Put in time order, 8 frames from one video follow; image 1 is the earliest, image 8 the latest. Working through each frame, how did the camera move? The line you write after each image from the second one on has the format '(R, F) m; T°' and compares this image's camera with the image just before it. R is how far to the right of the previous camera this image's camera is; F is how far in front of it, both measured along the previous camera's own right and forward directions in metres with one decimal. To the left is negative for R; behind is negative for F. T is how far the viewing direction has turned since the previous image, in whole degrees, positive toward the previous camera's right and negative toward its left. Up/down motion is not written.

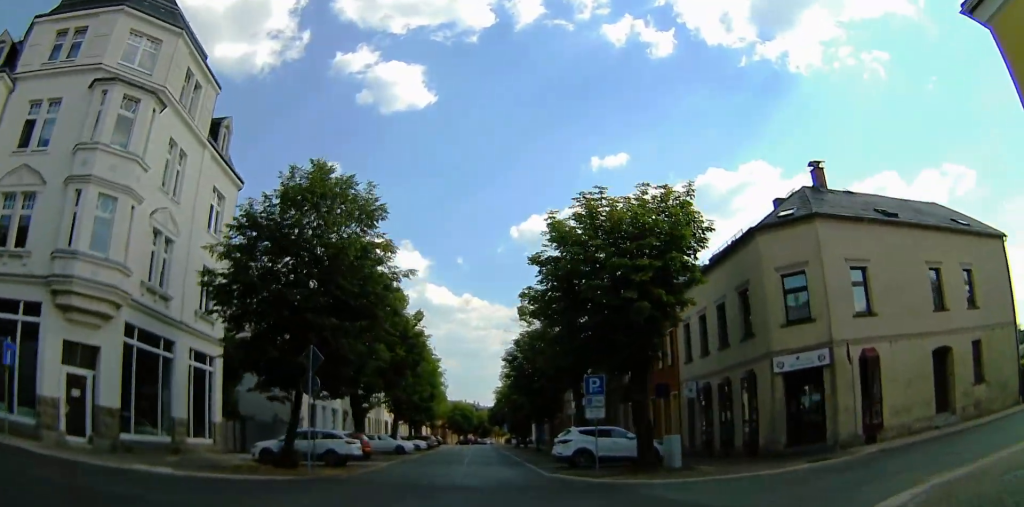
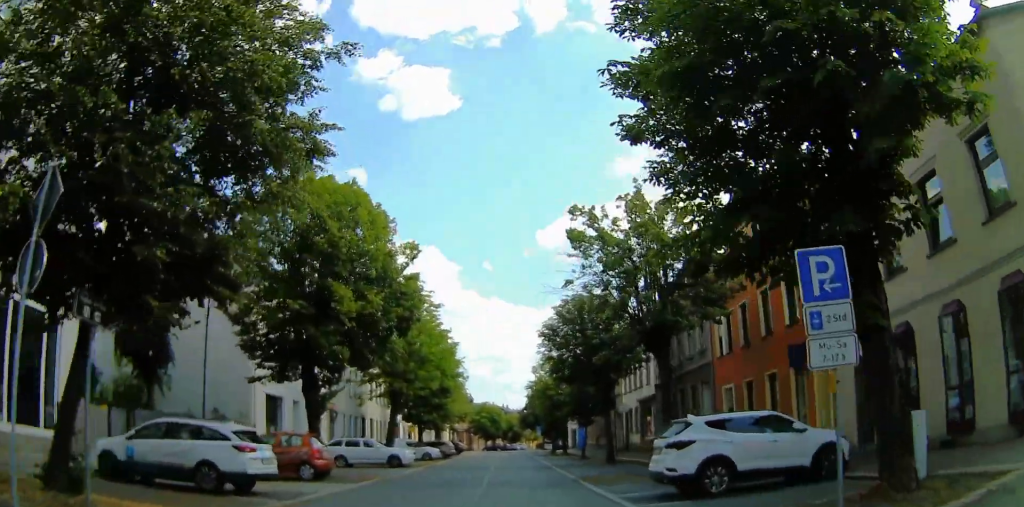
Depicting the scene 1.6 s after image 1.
(0.0, +12.8) m; 0°
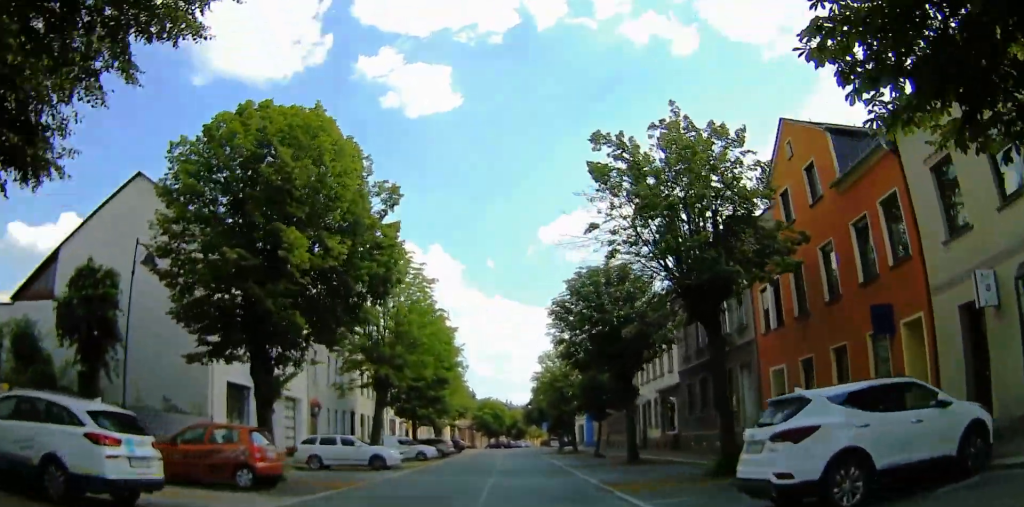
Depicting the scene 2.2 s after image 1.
(0.0, +5.4) m; 0°
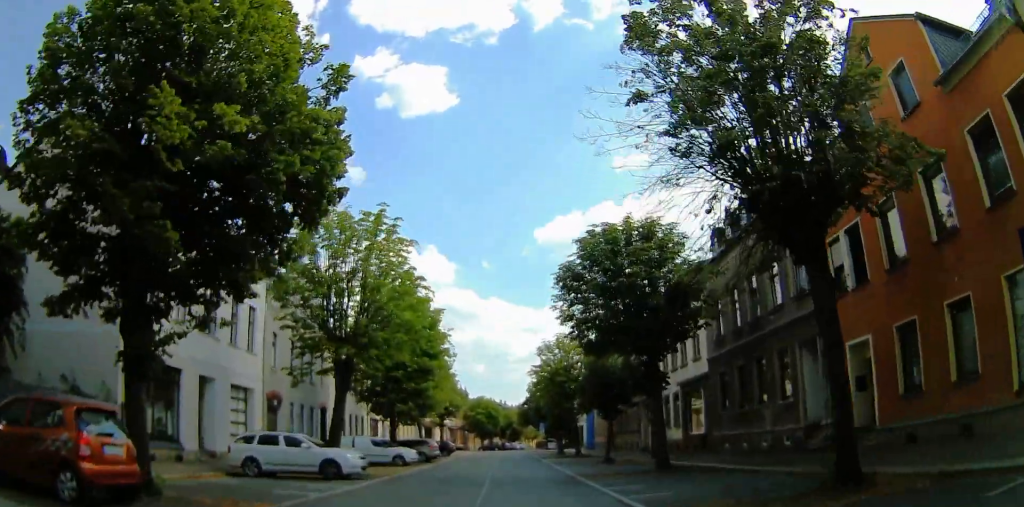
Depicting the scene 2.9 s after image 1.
(0.0, +6.6) m; +1°
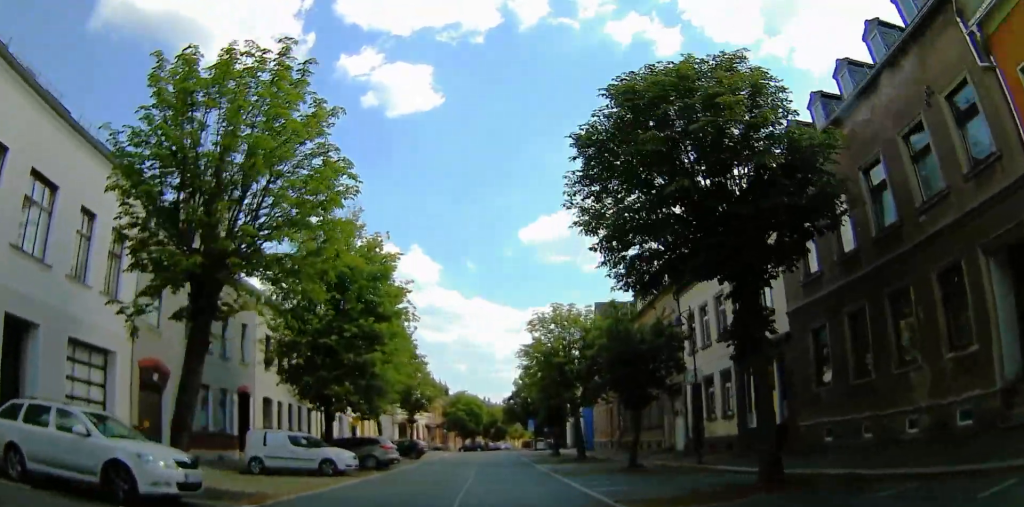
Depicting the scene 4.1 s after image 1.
(+0.2, +11.0) m; +2°
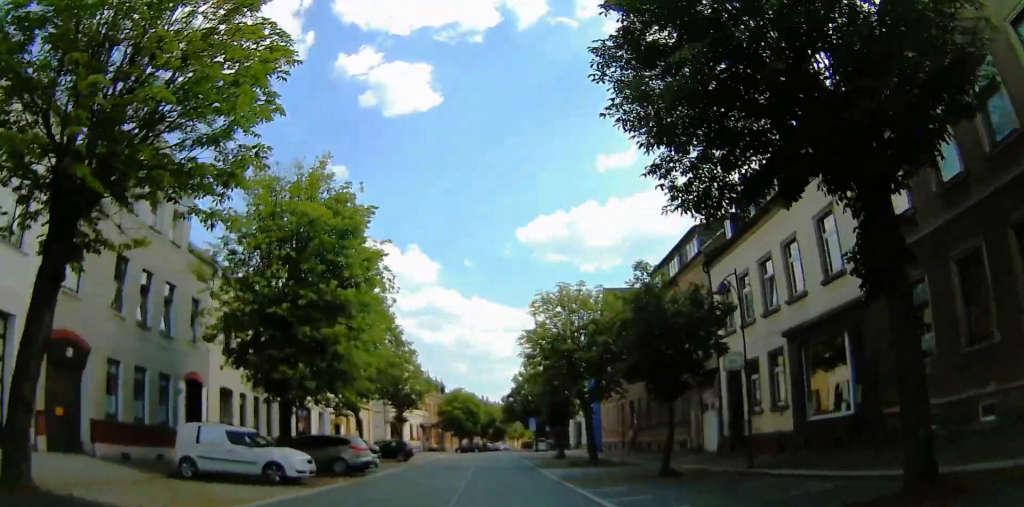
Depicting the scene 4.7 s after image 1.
(+0.1, +5.2) m; +1°
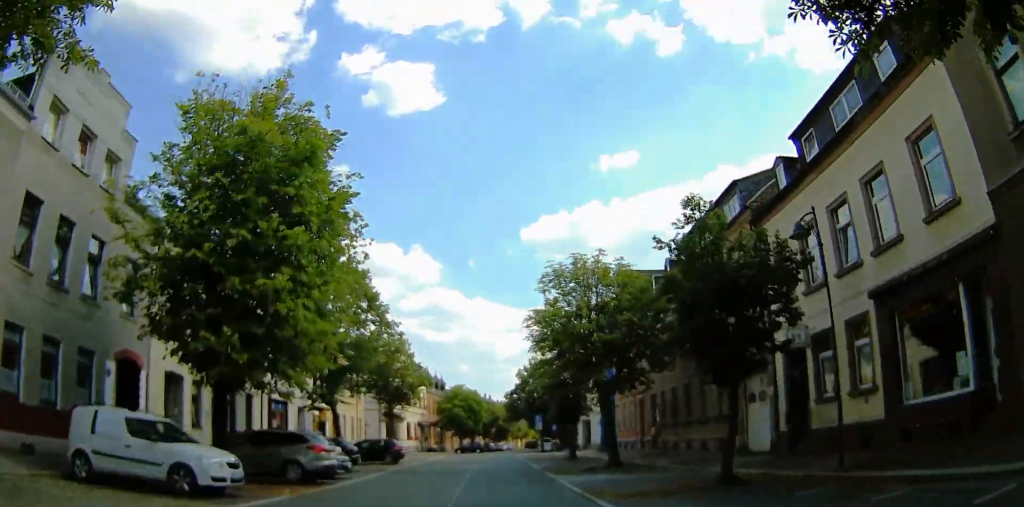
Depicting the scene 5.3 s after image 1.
(0.0, +5.2) m; 0°
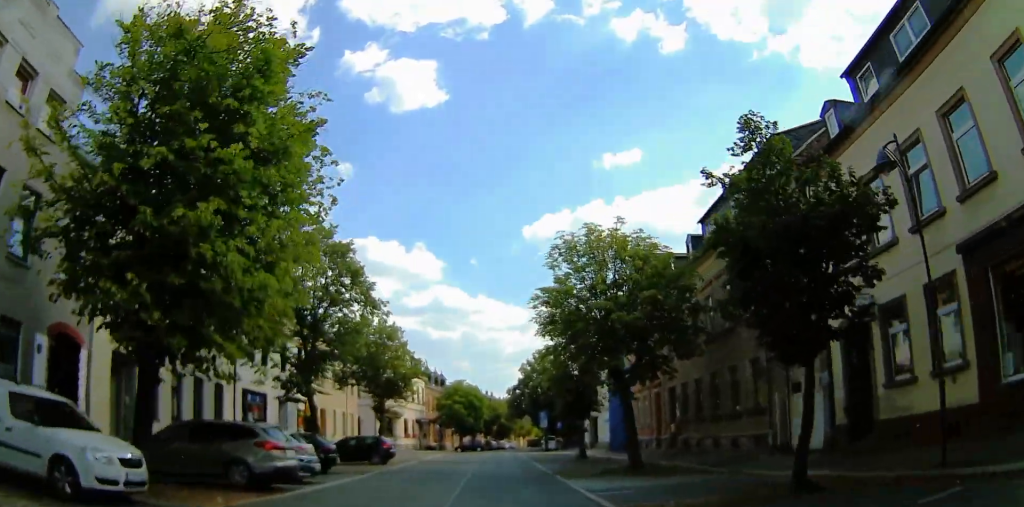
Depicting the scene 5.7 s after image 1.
(0.0, +3.8) m; 0°
